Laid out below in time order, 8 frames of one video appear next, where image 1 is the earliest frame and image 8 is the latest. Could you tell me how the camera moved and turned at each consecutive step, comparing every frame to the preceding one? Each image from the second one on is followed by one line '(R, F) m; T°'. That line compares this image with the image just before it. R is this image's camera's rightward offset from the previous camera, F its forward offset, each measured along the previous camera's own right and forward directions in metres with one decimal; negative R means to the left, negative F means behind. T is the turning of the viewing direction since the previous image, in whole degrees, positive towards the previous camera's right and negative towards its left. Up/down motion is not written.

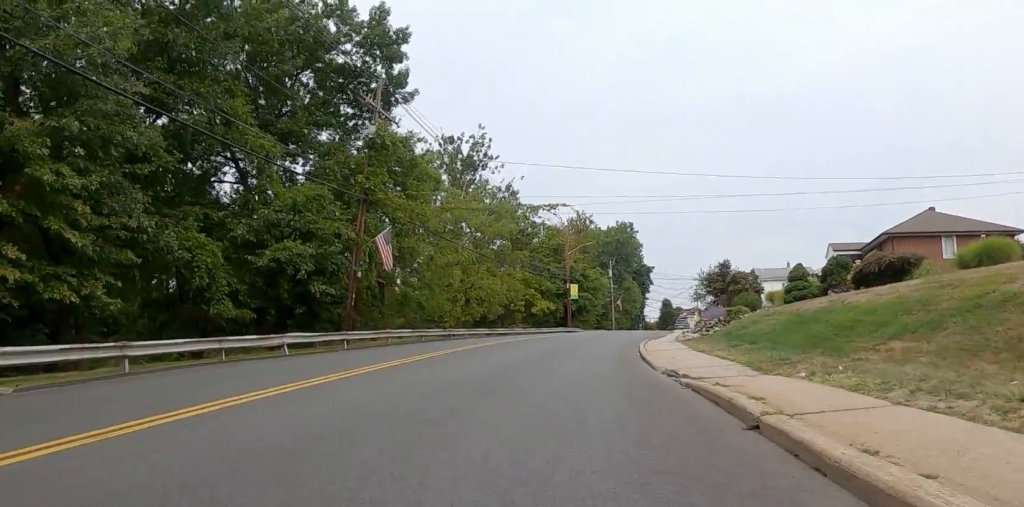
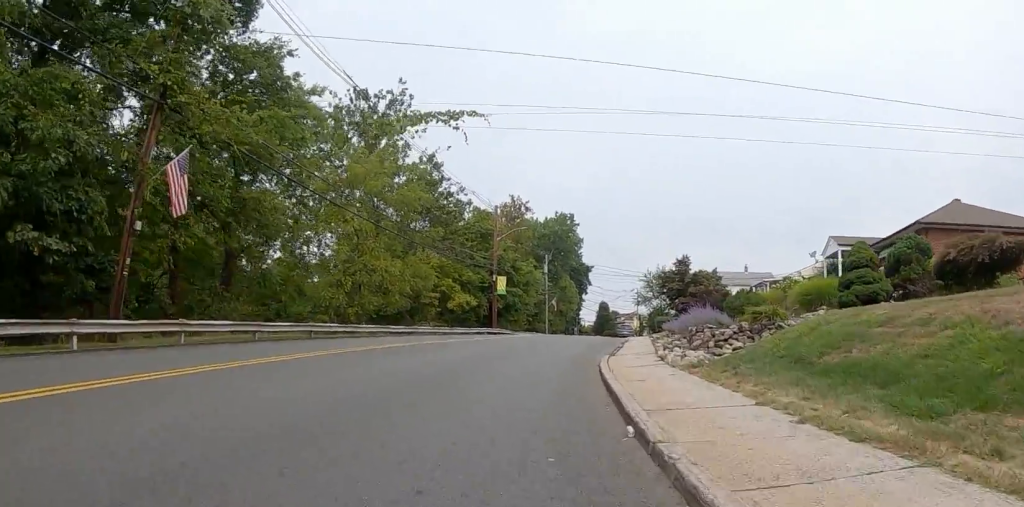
(+0.2, +11.6) m; +13°
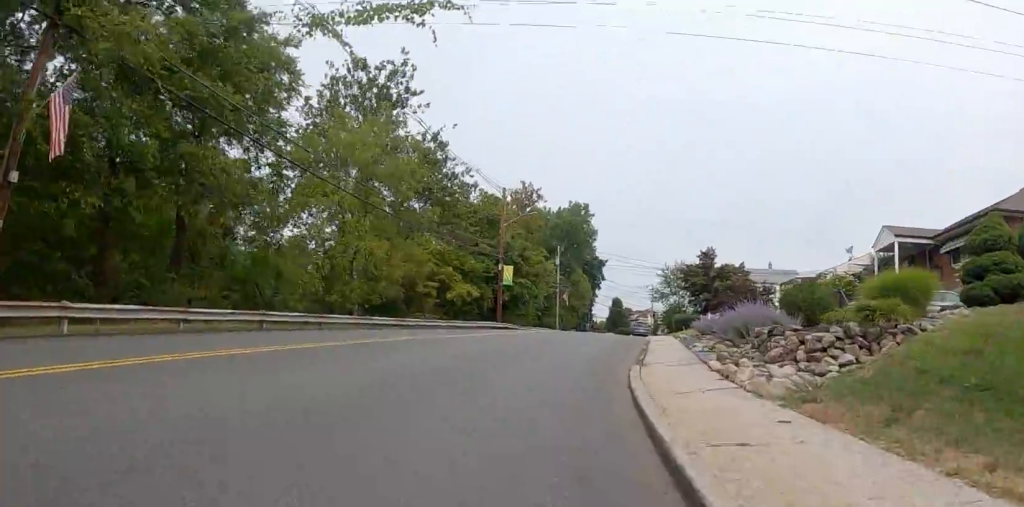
(+0.7, +4.9) m; -1°
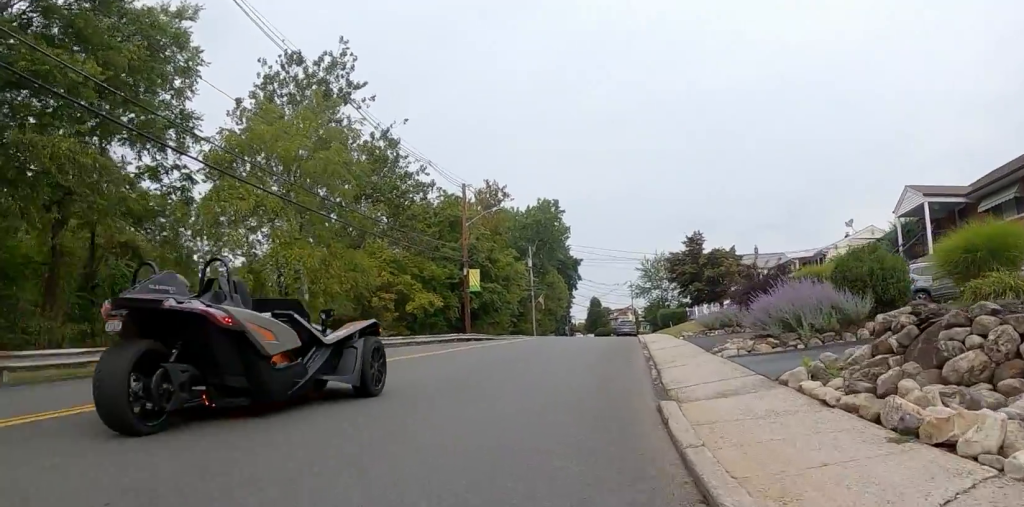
(-0.9, +4.9) m; -8°
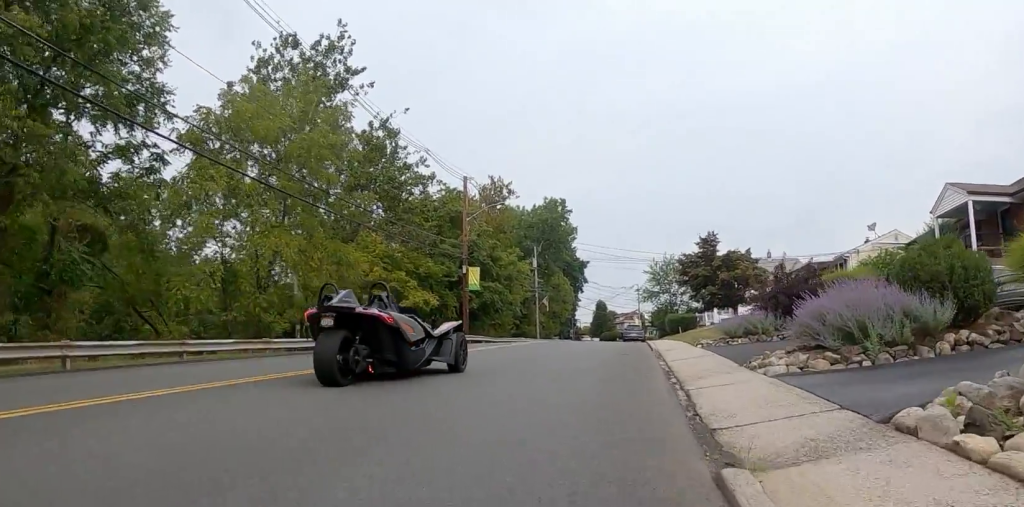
(+0.2, +2.5) m; -1°
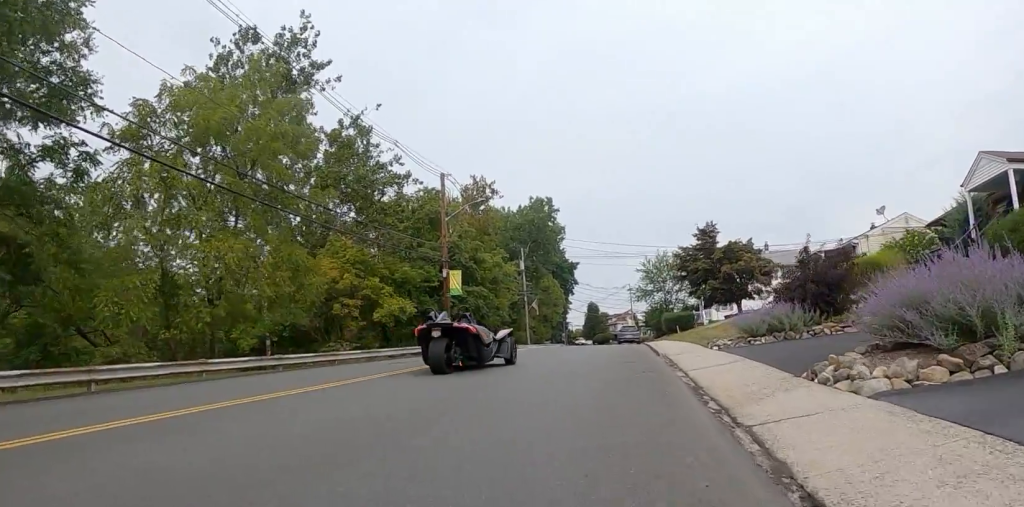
(0.0, +3.1) m; +2°
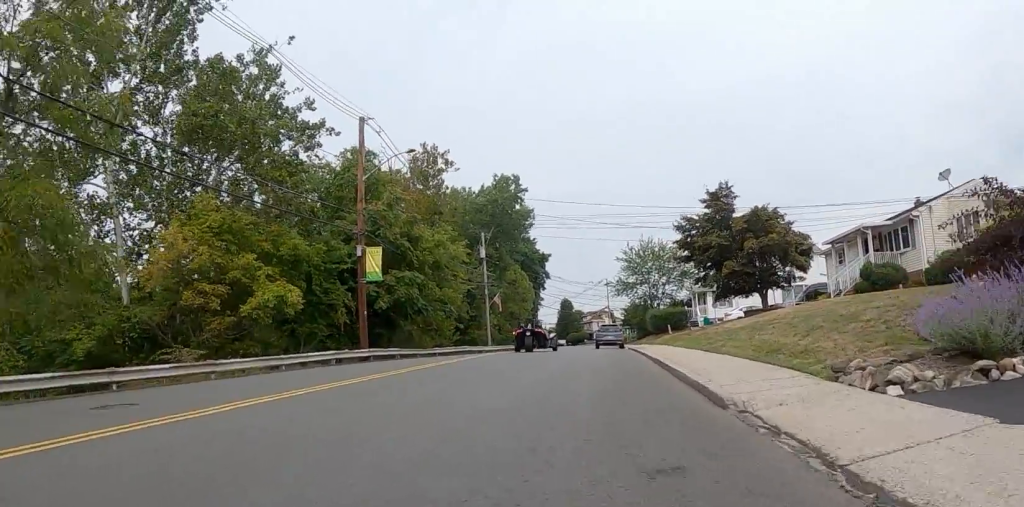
(+1.9, +10.0) m; +14°
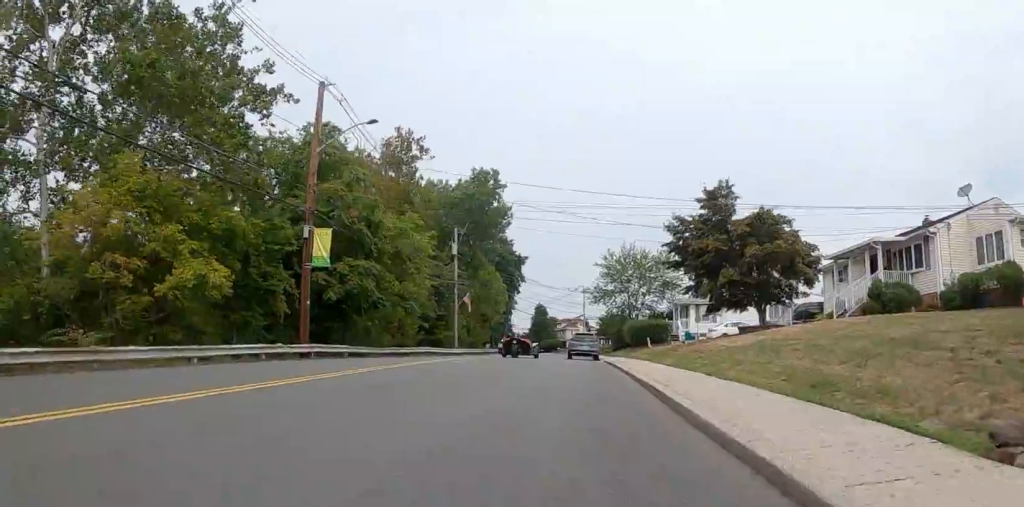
(-0.3, +3.3) m; -10°
